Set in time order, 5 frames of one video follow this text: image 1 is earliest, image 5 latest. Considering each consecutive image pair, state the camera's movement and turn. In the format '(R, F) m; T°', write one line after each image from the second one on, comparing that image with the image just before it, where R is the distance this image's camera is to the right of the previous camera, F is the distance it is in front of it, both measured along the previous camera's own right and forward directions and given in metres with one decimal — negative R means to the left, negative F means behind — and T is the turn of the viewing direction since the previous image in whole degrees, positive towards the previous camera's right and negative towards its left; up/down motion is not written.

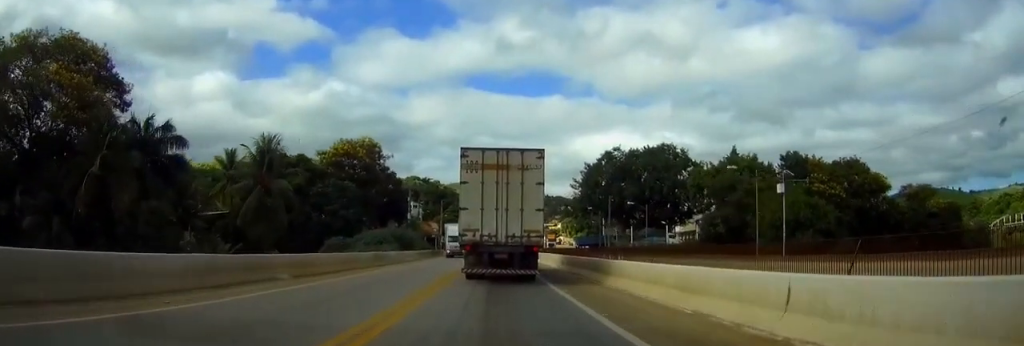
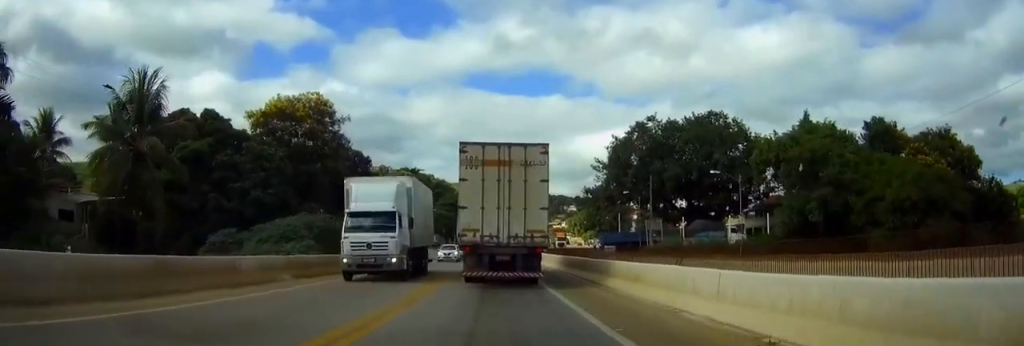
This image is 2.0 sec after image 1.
(+0.1, +27.6) m; +1°
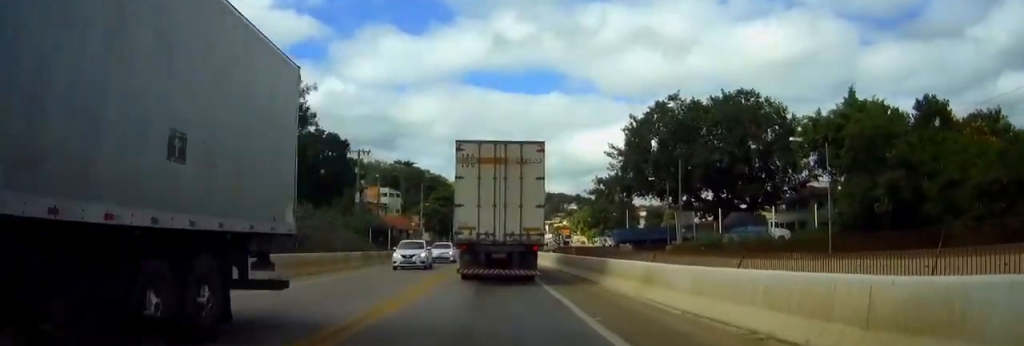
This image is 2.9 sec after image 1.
(0.0, +12.5) m; 0°
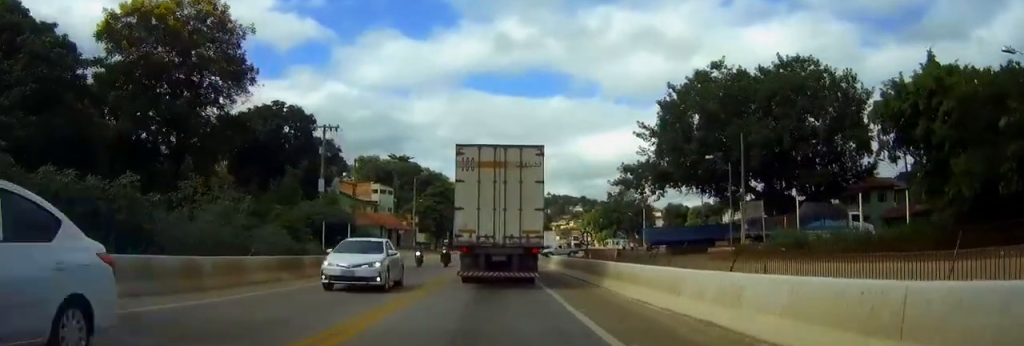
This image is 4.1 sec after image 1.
(0.0, +16.0) m; 0°
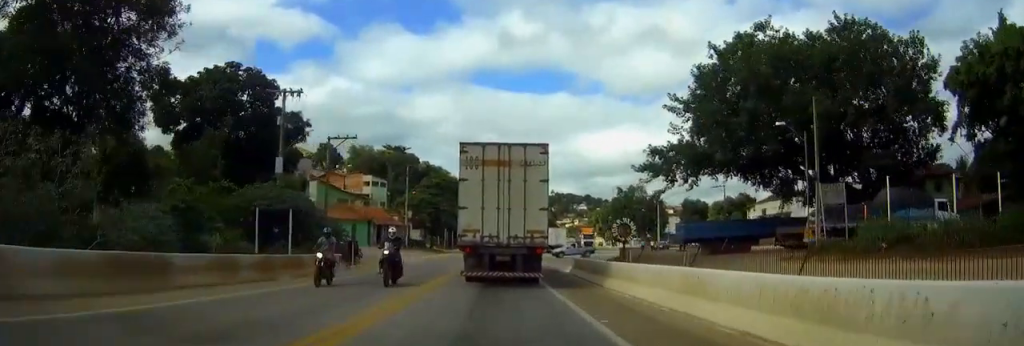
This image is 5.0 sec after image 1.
(0.0, +11.5) m; 0°
